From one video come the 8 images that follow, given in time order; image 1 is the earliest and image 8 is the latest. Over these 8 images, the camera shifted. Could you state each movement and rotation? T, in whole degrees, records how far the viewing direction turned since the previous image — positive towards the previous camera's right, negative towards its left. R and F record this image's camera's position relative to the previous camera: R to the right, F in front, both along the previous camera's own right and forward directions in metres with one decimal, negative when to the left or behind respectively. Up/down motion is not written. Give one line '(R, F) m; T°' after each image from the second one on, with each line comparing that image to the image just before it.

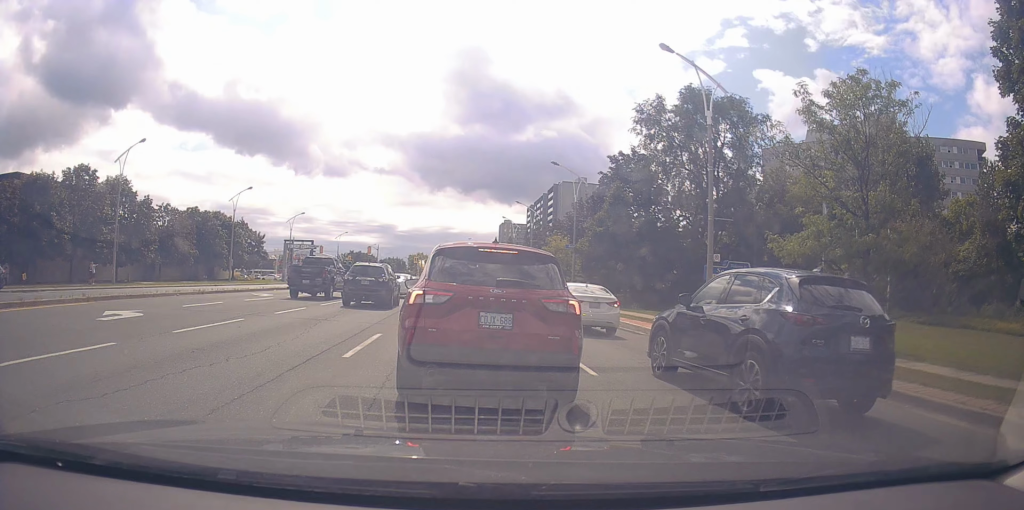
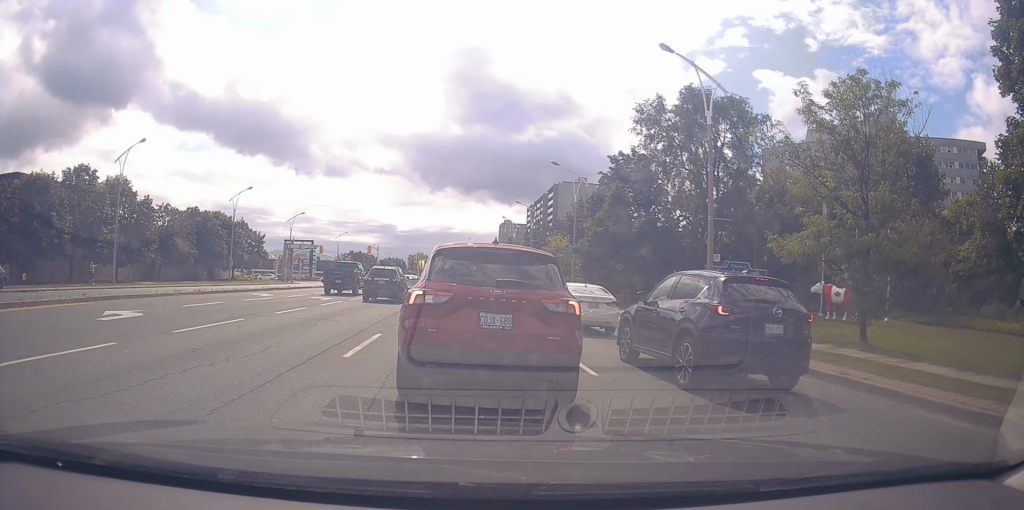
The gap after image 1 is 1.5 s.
(0.0, 0.0) m; 0°
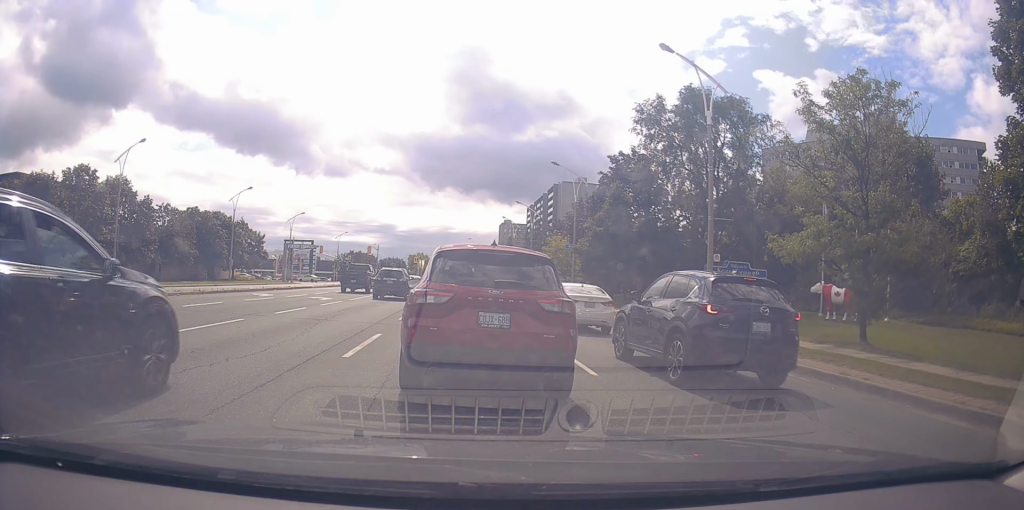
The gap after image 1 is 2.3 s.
(0.0, 0.0) m; 0°
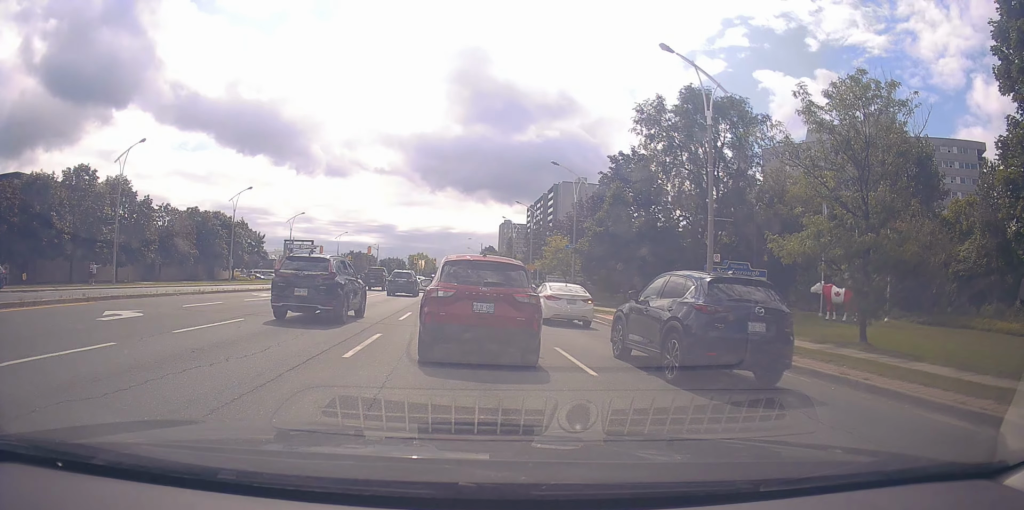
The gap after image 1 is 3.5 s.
(0.0, 0.0) m; 0°
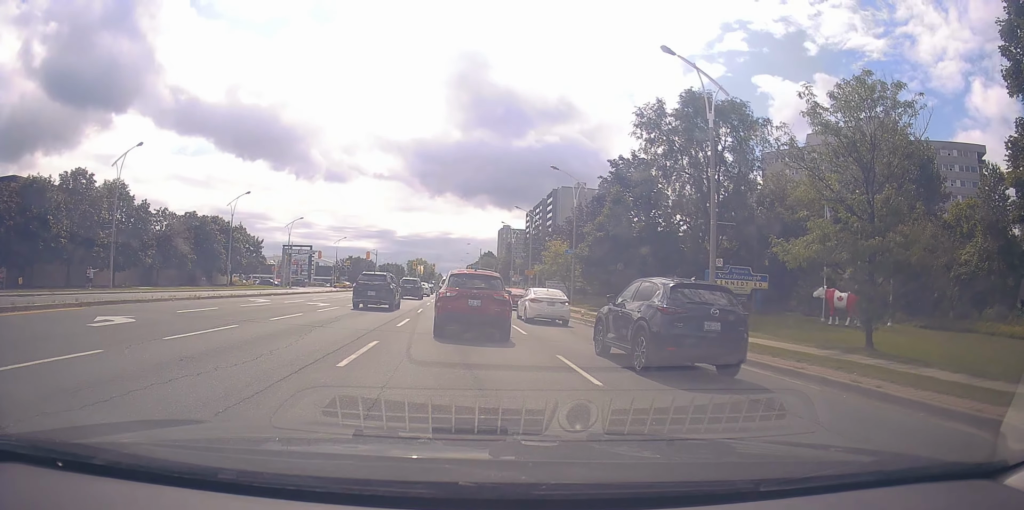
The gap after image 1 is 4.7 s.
(0.0, 0.0) m; 0°
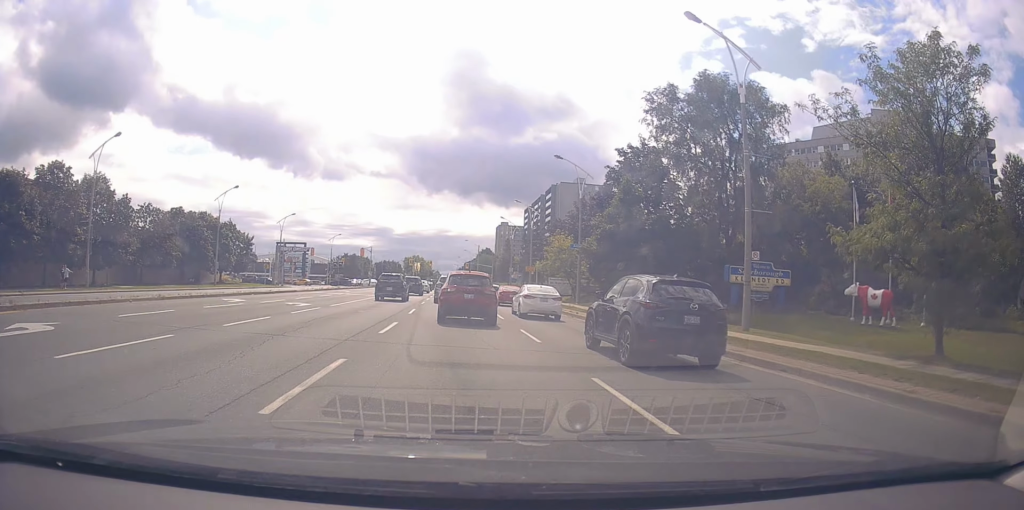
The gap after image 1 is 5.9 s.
(-0.2, +1.2) m; -7°
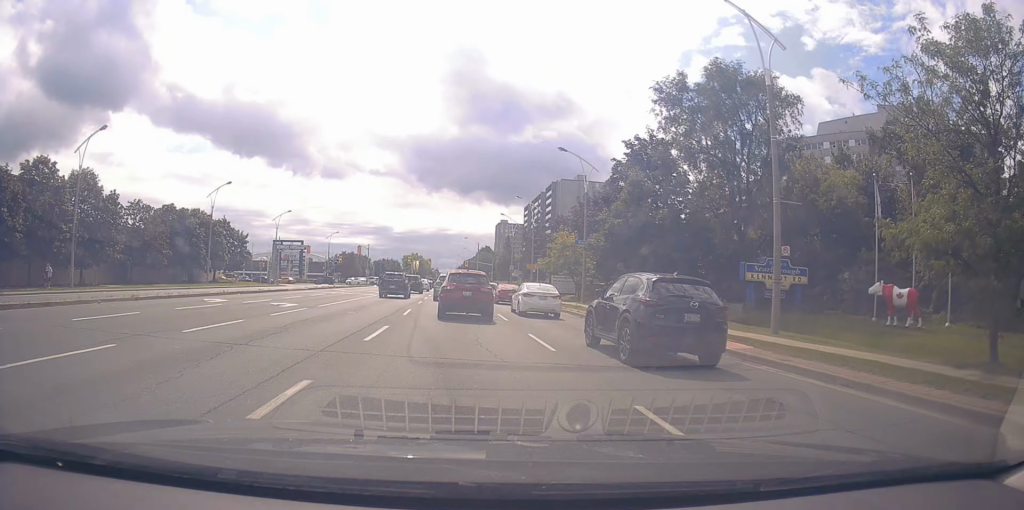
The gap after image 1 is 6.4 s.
(0.0, +1.4) m; -1°
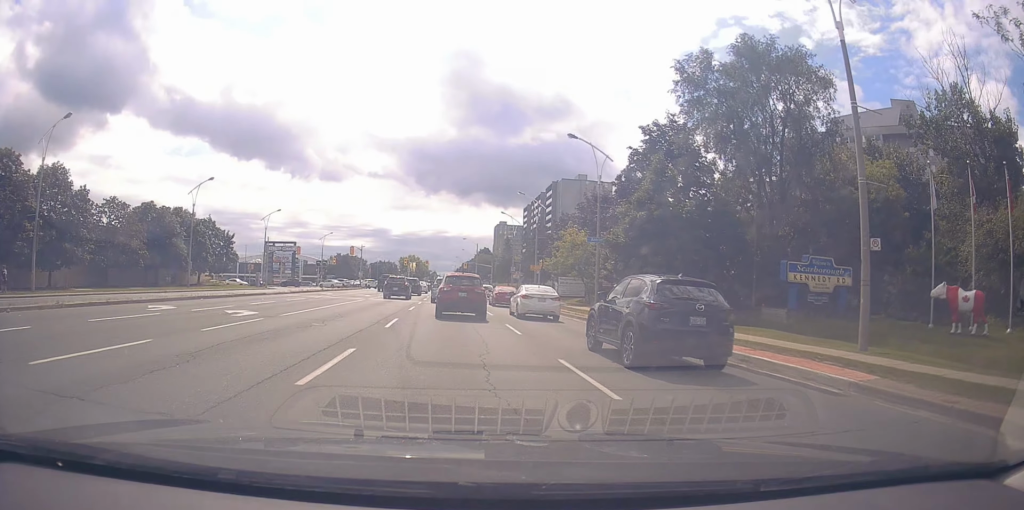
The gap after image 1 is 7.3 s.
(-0.1, +3.9) m; 0°
